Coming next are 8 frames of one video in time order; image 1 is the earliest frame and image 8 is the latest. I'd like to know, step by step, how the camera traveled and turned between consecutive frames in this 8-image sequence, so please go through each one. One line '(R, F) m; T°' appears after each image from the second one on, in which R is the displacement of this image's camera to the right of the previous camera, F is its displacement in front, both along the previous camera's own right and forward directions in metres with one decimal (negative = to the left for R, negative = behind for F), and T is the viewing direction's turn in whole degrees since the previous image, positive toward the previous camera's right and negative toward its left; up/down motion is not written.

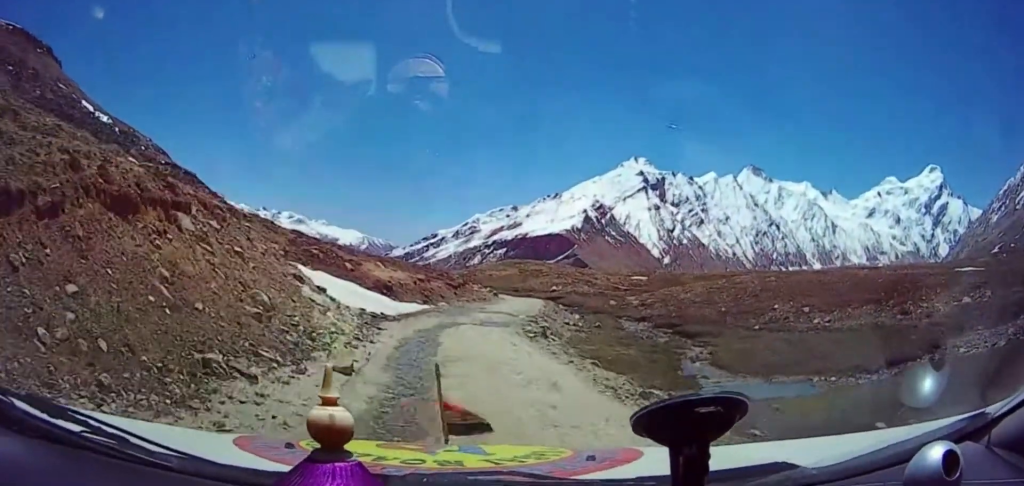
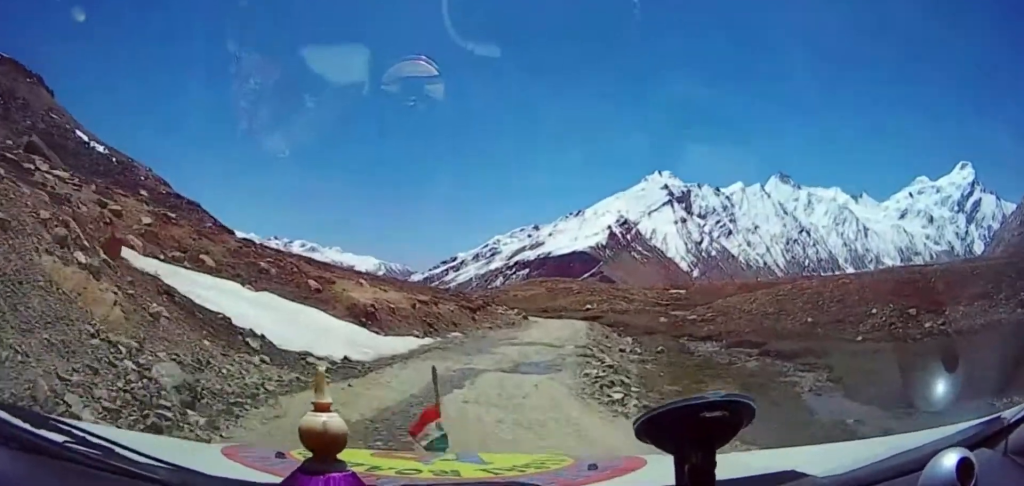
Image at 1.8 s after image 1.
(0.0, +10.6) m; 0°
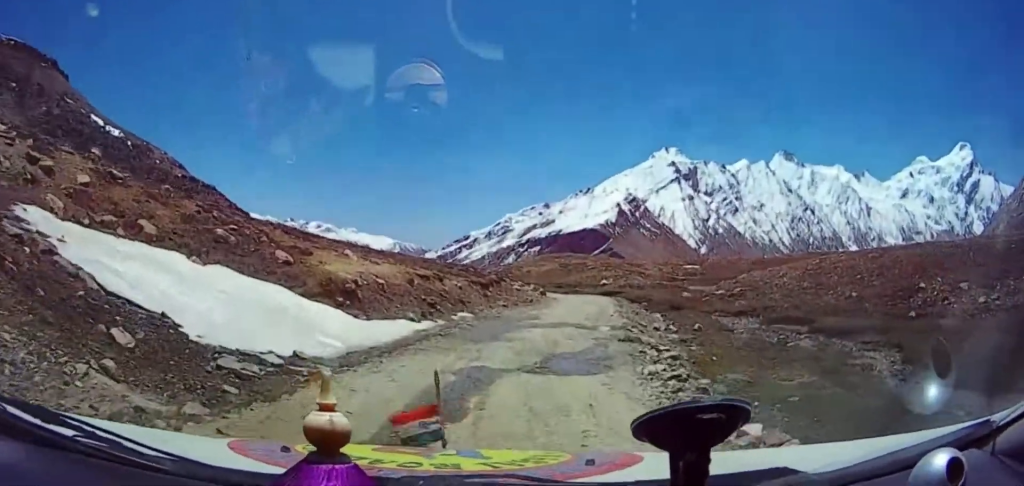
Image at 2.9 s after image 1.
(0.0, +6.1) m; 0°
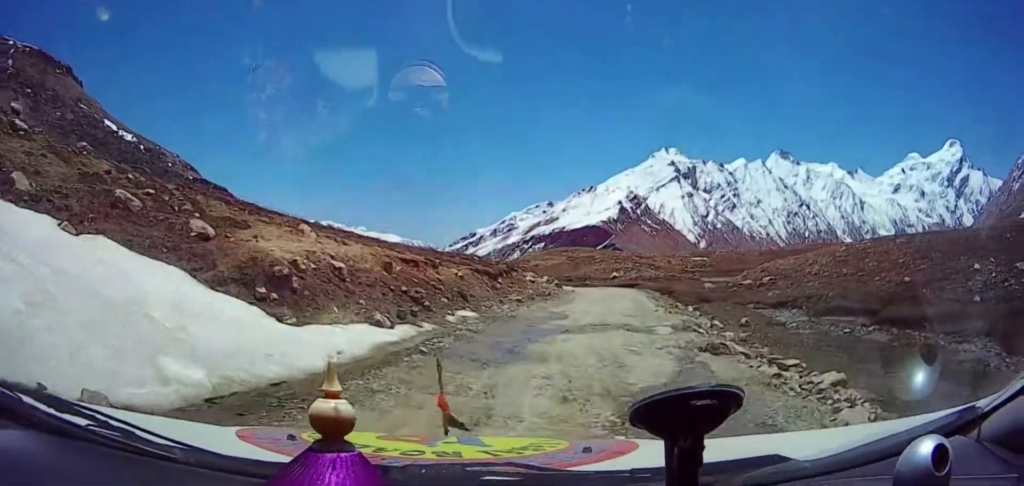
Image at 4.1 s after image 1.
(+0.1, +7.3) m; +2°
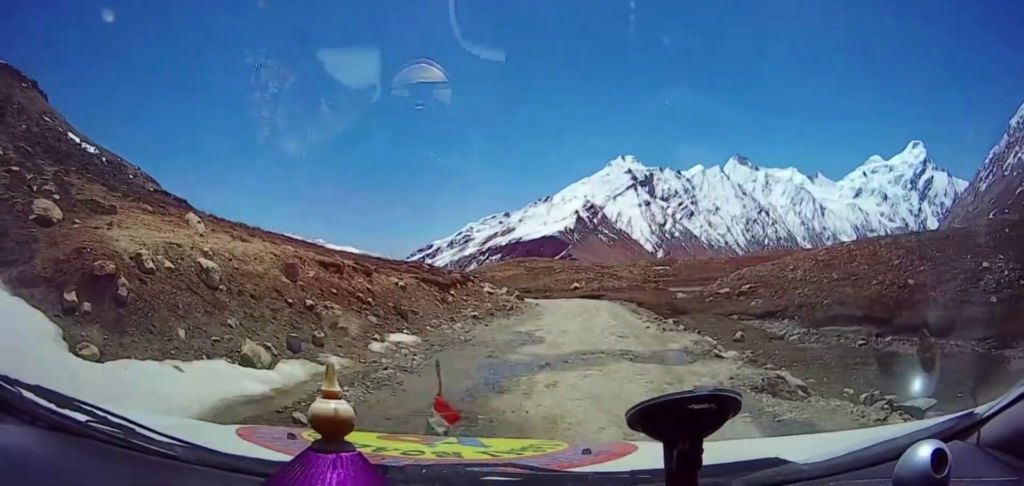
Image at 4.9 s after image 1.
(+0.1, +4.8) m; +2°
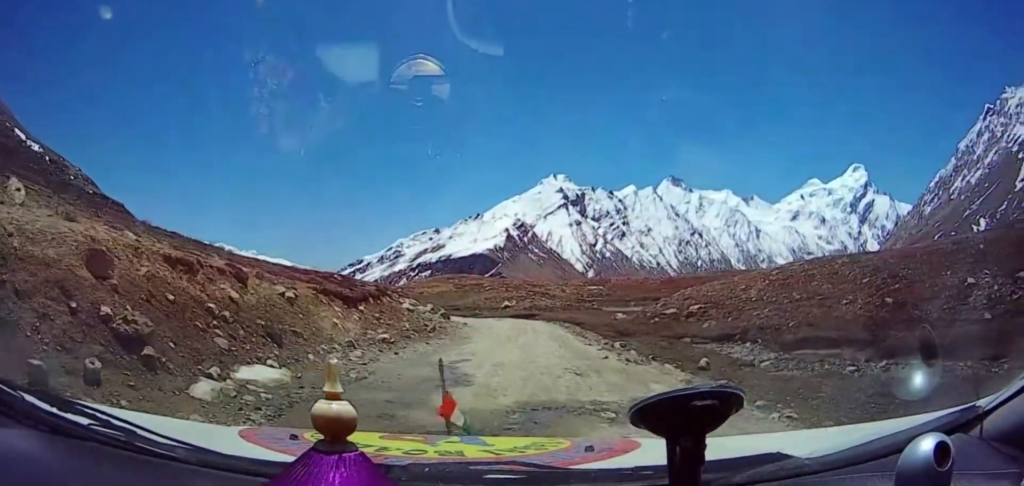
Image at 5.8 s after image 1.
(0.0, +4.5) m; 0°
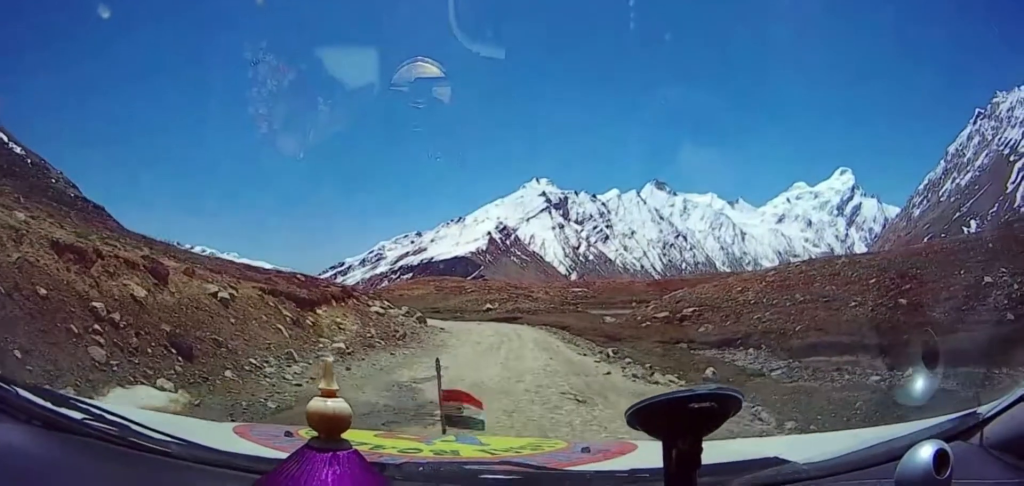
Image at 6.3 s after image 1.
(0.0, +2.5) m; +2°
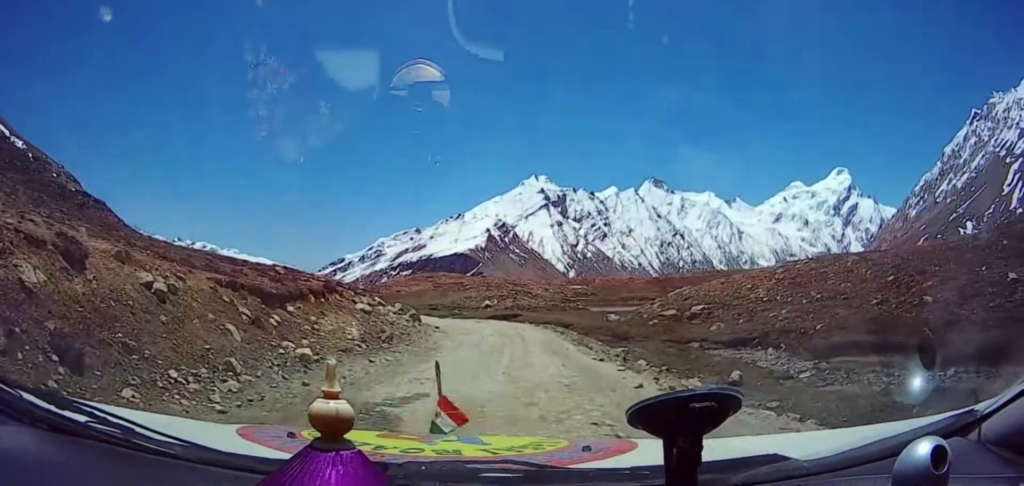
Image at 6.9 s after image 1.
(0.0, +2.4) m; +2°
